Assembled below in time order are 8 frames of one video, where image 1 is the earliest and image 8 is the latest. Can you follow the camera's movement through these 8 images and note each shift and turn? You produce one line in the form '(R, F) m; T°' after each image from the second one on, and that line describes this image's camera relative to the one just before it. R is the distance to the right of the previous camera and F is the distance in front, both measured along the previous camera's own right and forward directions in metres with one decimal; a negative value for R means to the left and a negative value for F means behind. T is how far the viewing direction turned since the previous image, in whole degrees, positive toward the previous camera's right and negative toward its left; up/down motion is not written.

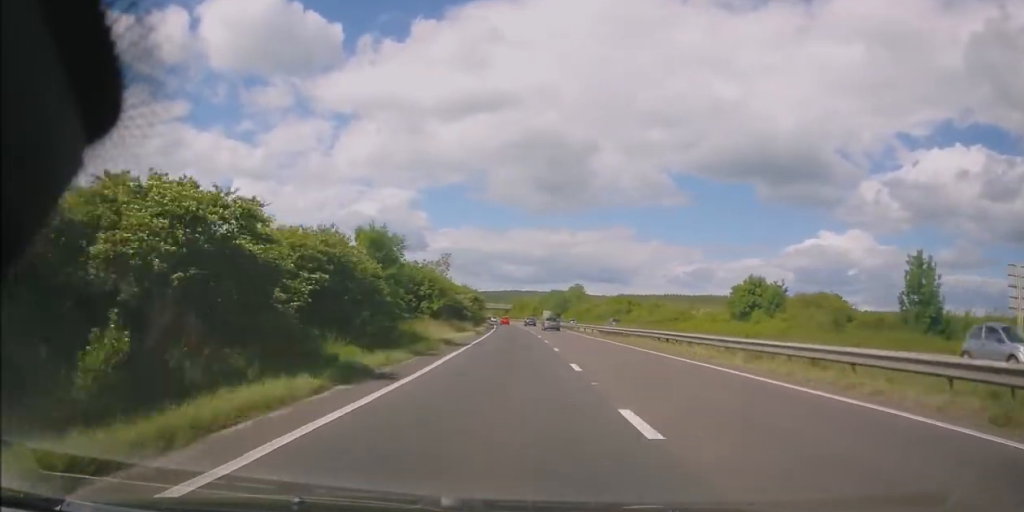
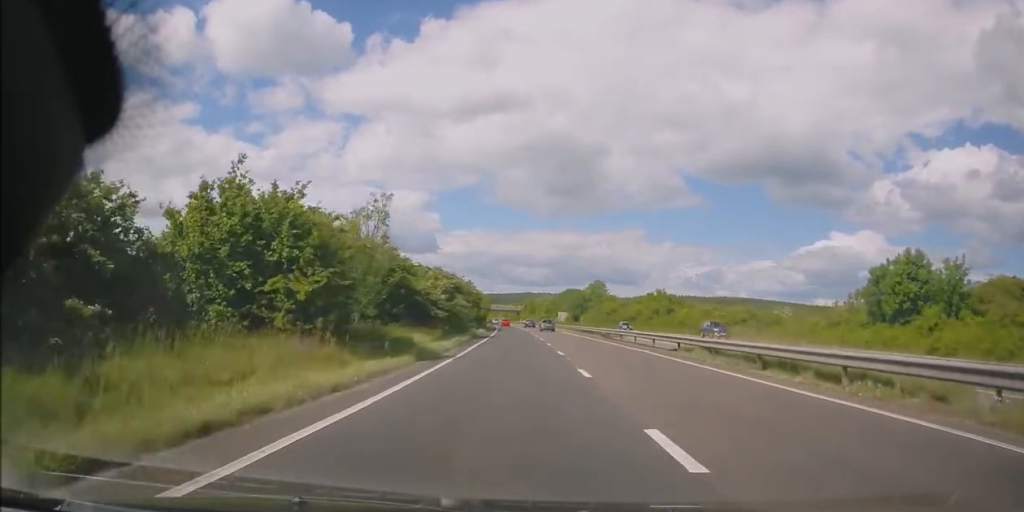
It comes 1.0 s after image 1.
(-0.2, +27.2) m; -1°
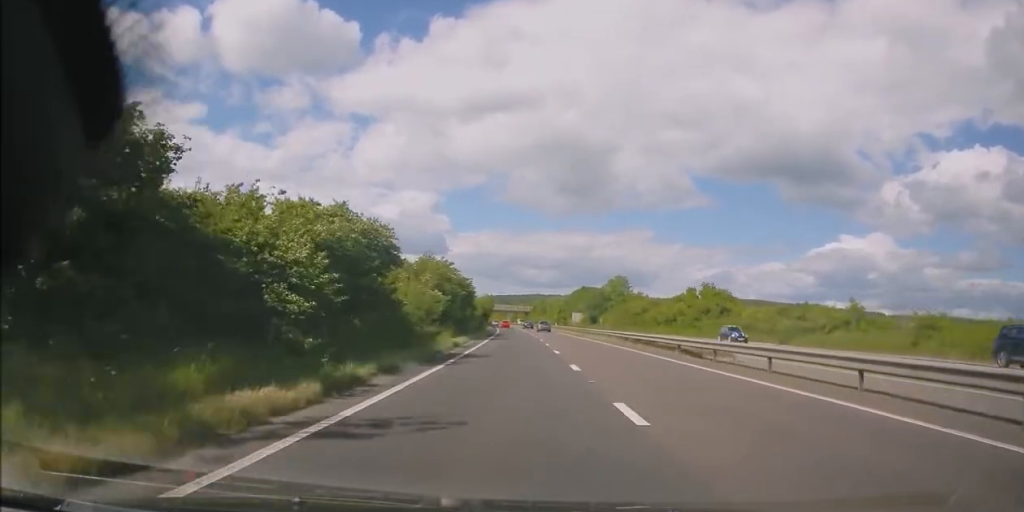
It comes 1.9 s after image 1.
(-0.1, +23.6) m; -1°
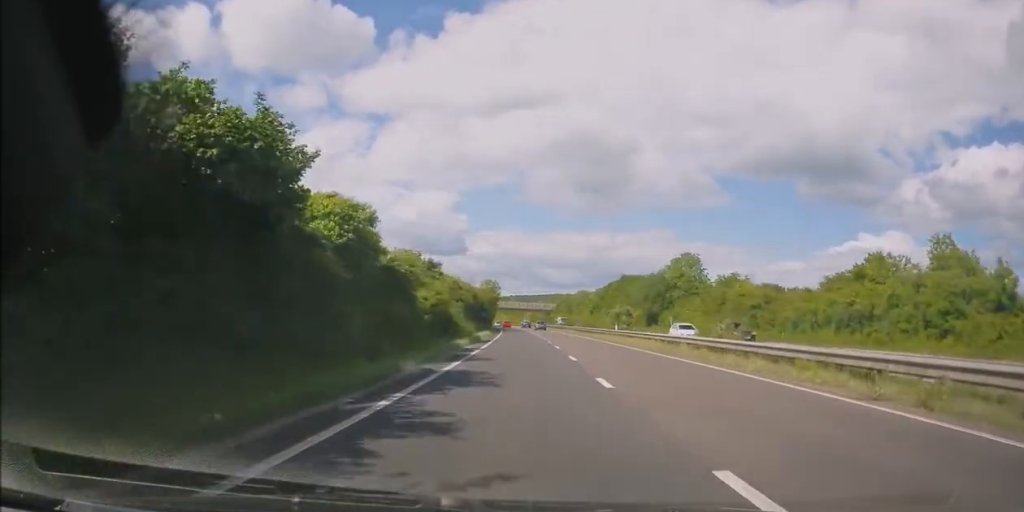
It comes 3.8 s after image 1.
(-1.2, +47.7) m; -3°
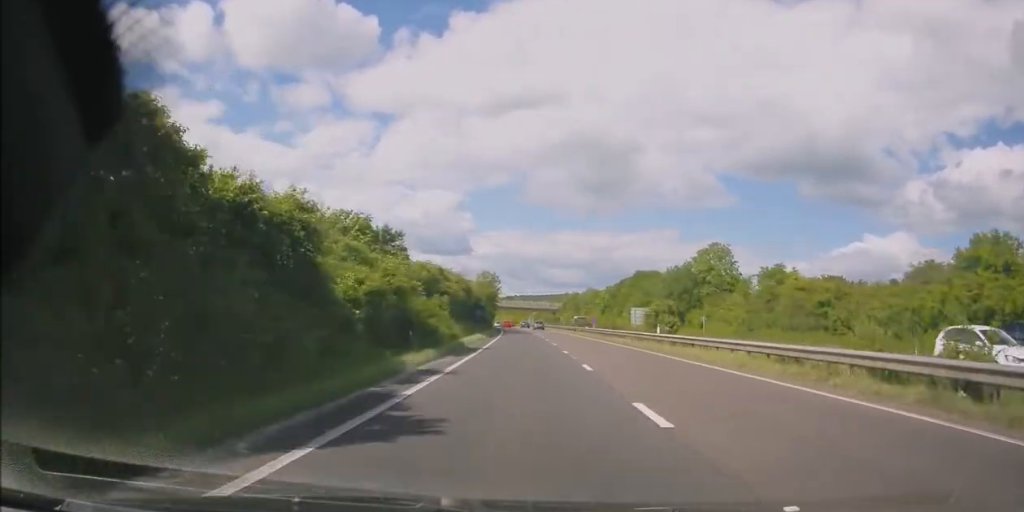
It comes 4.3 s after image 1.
(-0.1, +13.0) m; 0°
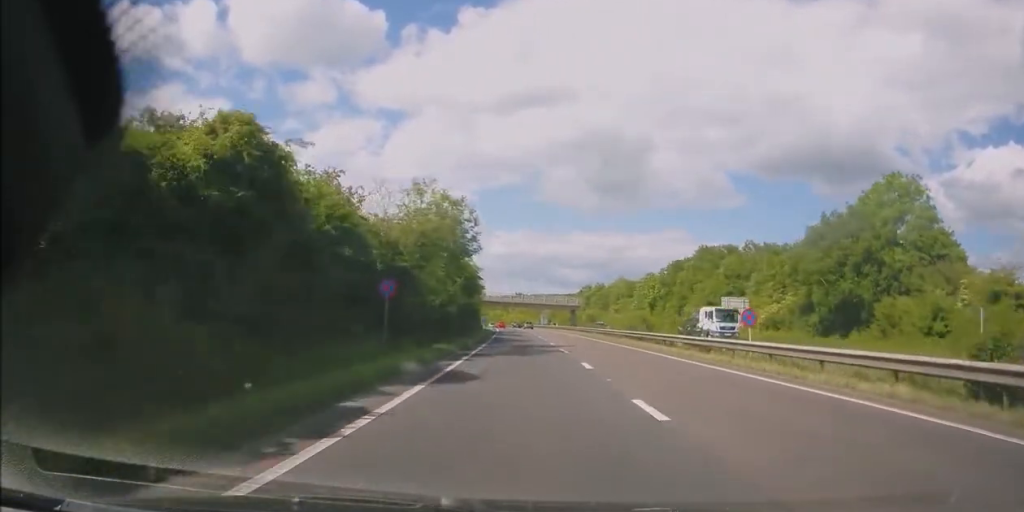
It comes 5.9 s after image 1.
(-0.1, +43.3) m; -1°
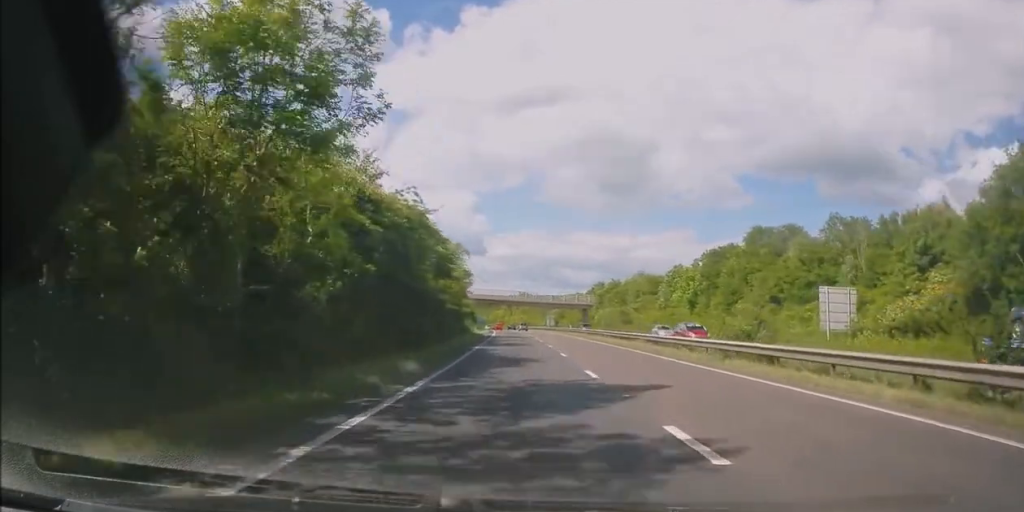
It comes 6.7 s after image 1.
(-0.1, +20.0) m; -1°
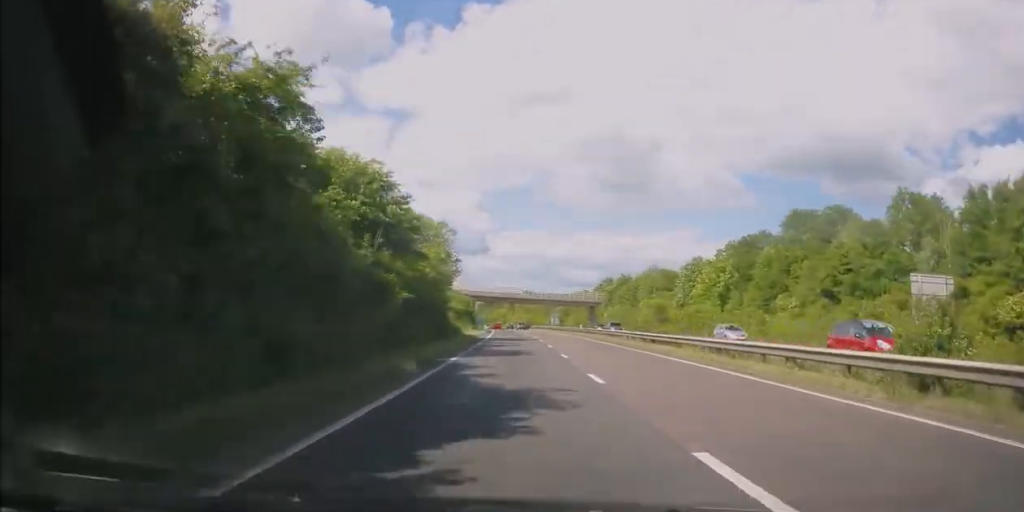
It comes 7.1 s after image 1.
(-0.1, +10.4) m; 0°
